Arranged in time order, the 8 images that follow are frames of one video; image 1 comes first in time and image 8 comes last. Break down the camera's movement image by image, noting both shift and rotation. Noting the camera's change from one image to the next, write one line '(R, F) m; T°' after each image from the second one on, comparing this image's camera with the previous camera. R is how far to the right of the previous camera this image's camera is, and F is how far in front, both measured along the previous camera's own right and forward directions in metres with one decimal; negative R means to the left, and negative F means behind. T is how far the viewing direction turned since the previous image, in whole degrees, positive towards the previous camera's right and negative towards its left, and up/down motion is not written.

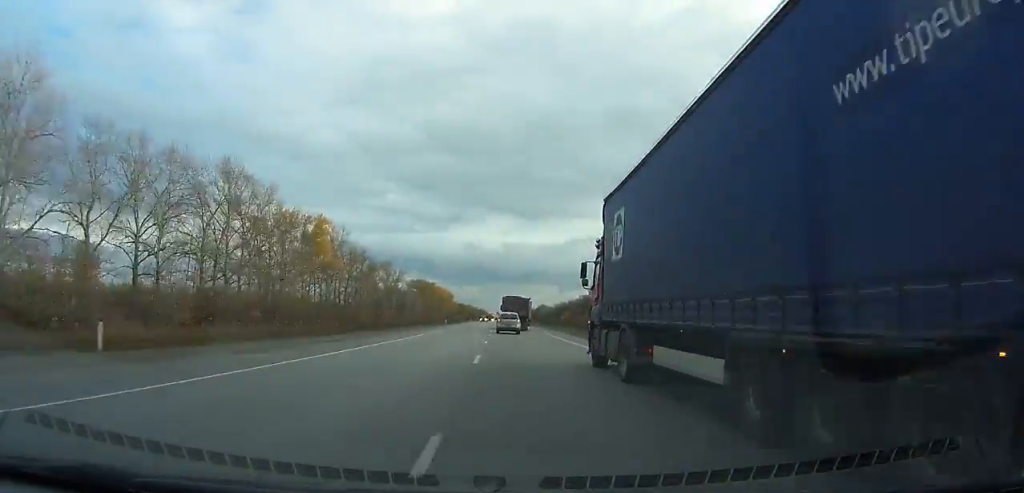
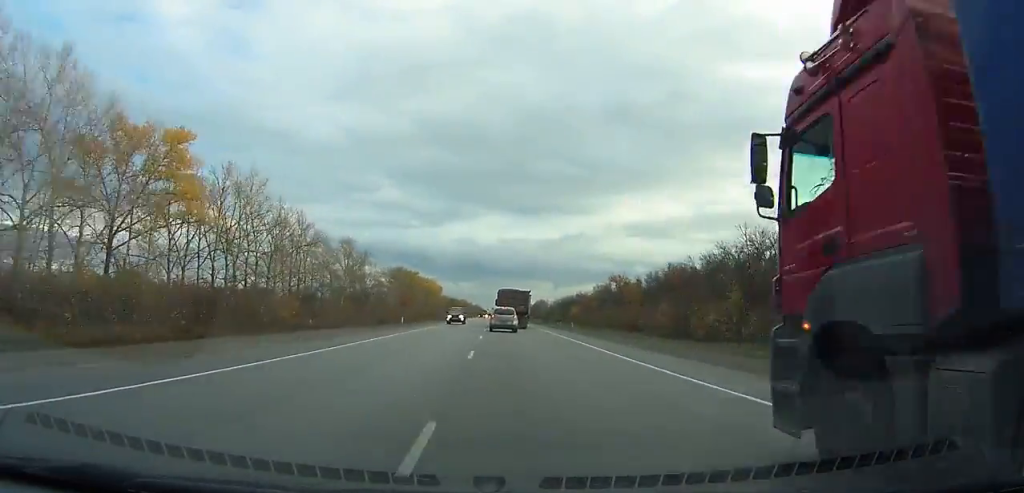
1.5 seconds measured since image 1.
(+0.5, +44.0) m; +1°
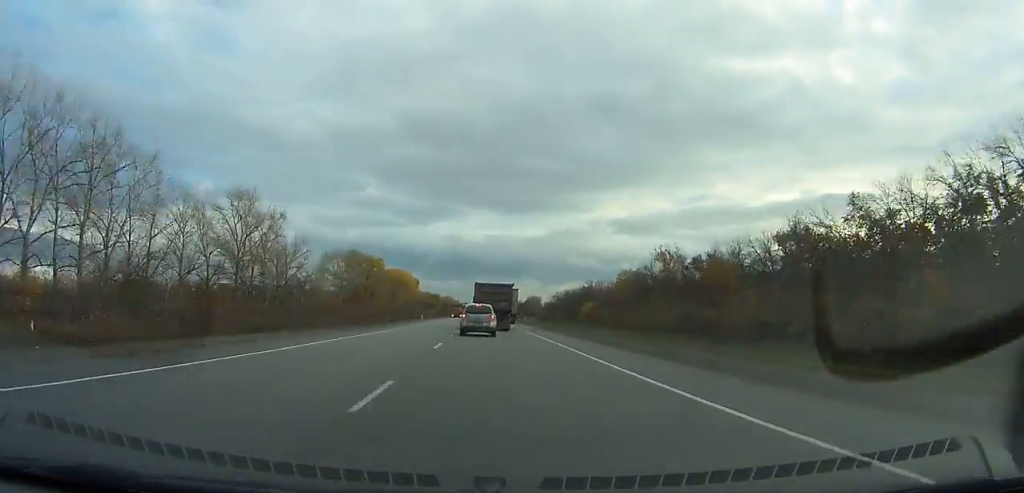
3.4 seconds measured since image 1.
(+0.5, +55.2) m; 0°
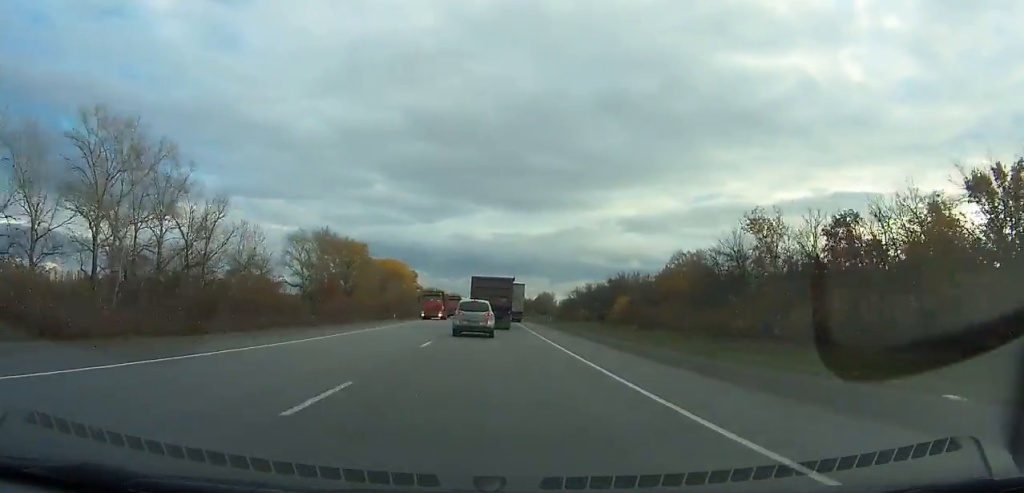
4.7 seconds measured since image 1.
(0.0, +36.0) m; 0°
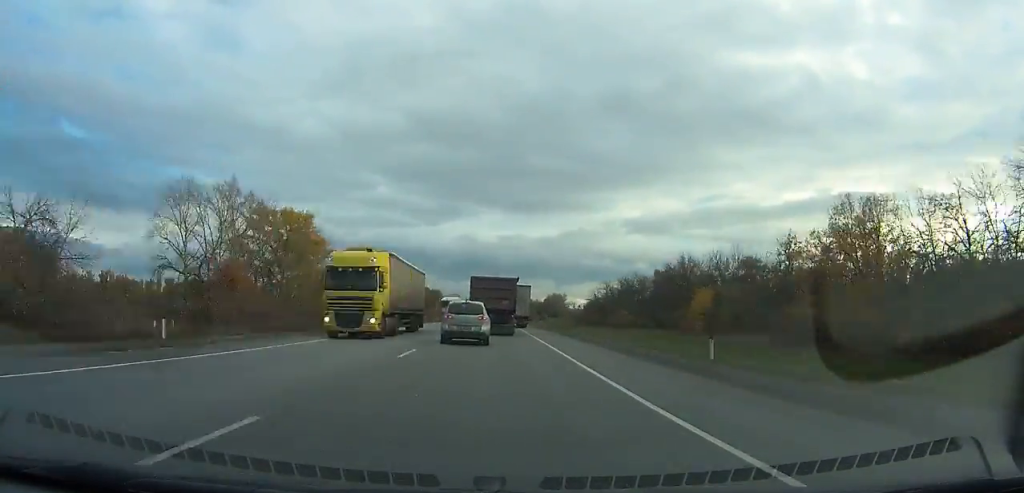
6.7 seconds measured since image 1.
(+0.1, +54.5) m; 0°
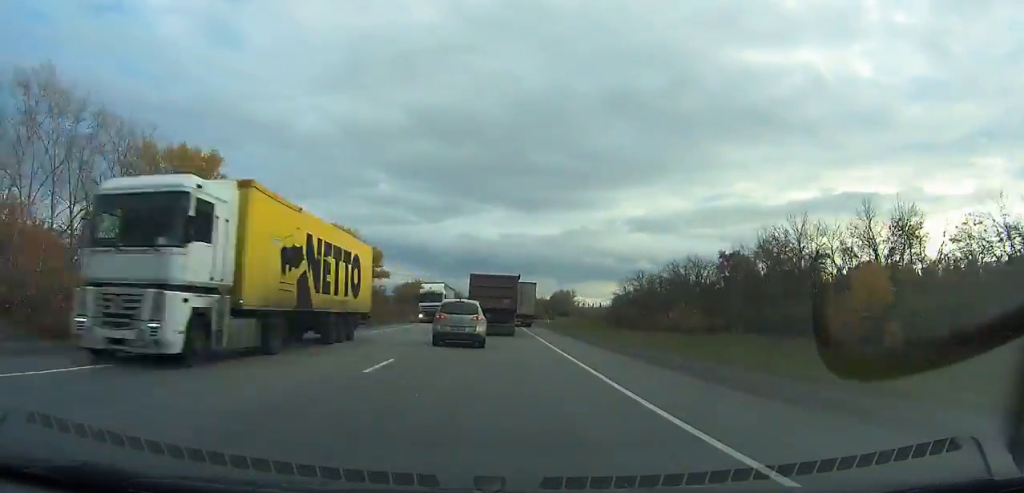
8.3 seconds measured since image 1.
(-0.3, +40.4) m; 0°
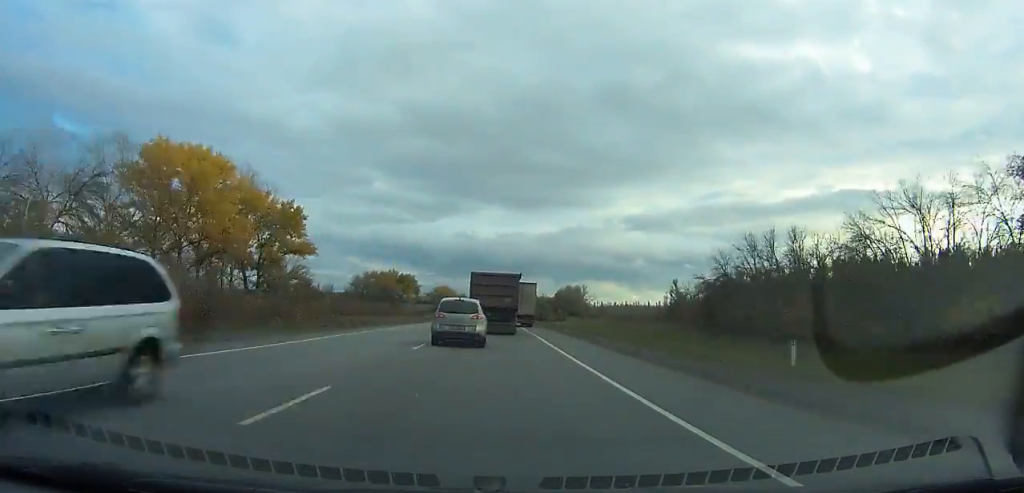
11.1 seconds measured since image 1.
(-0.3, +68.5) m; 0°
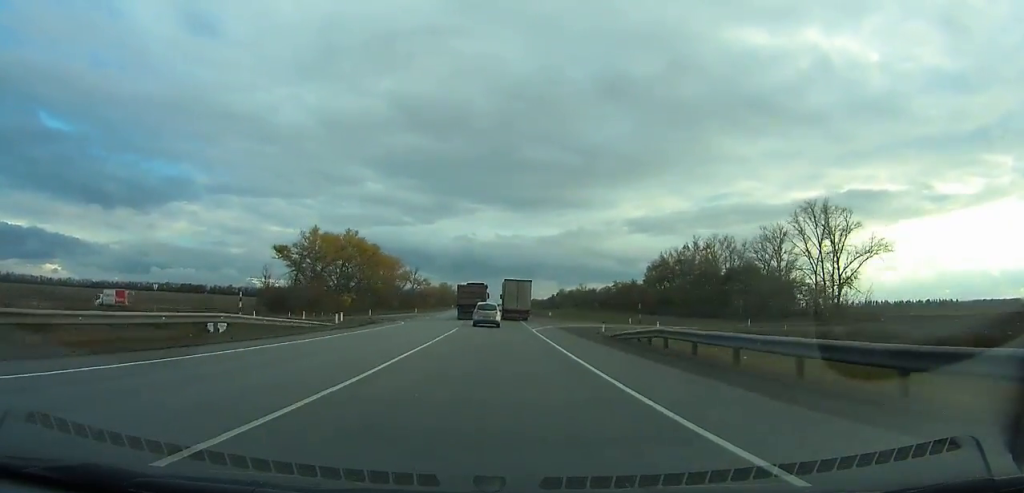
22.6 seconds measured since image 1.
(-0.6, +270.1) m; 0°
